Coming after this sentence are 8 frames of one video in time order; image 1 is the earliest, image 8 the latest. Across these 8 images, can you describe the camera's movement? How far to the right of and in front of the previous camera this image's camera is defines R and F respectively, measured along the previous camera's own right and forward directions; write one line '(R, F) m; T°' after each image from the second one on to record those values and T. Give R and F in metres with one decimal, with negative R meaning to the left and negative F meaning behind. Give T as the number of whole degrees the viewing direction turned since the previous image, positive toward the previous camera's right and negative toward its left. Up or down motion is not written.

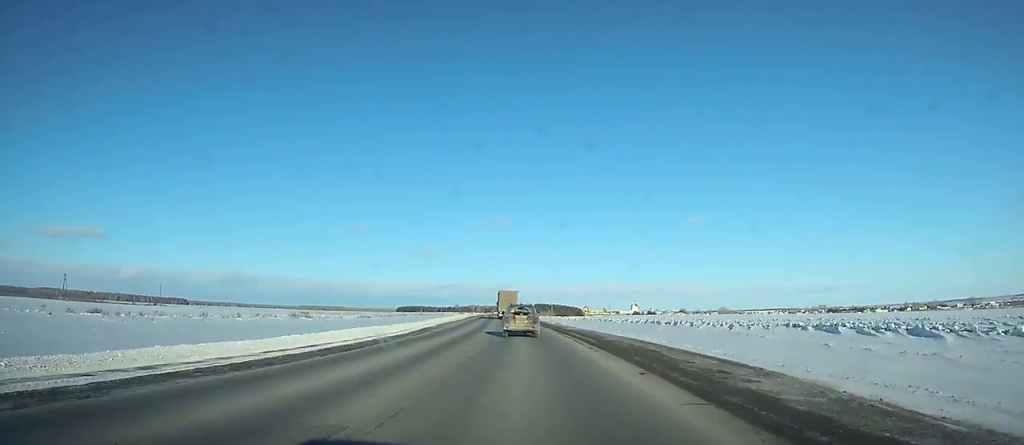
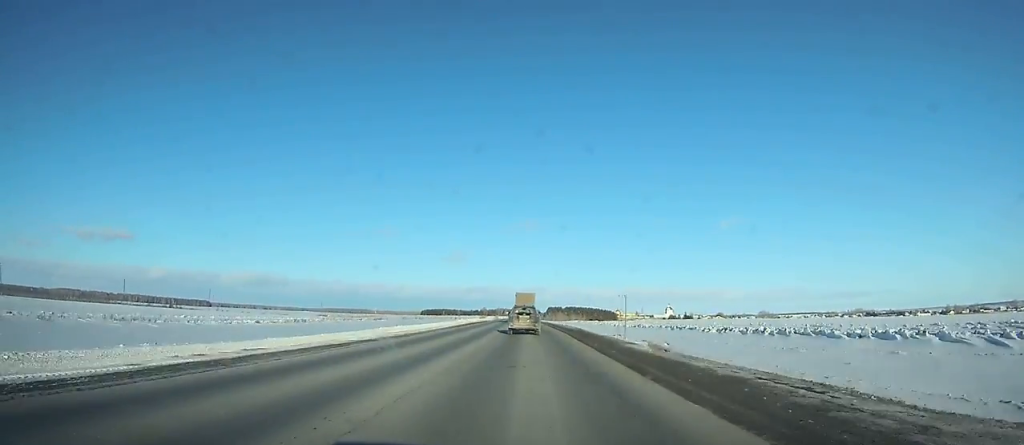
(-1.8, +45.2) m; -3°
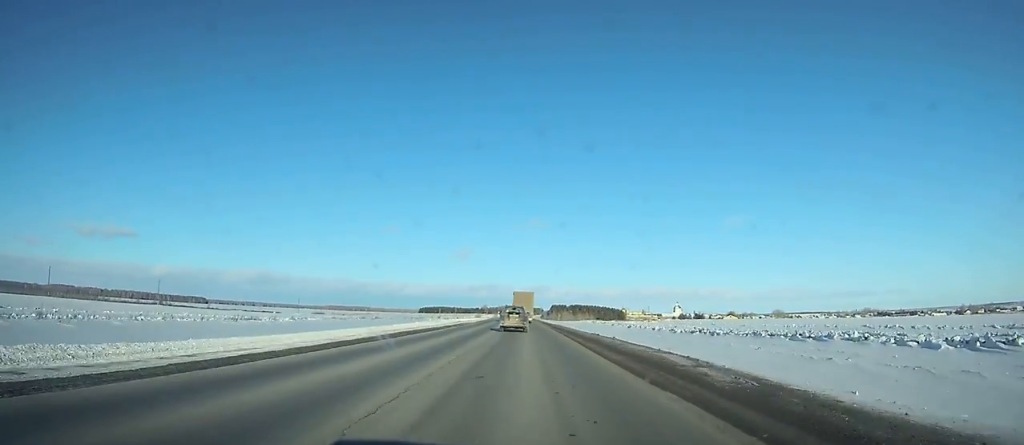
(-0.9, +41.7) m; -2°
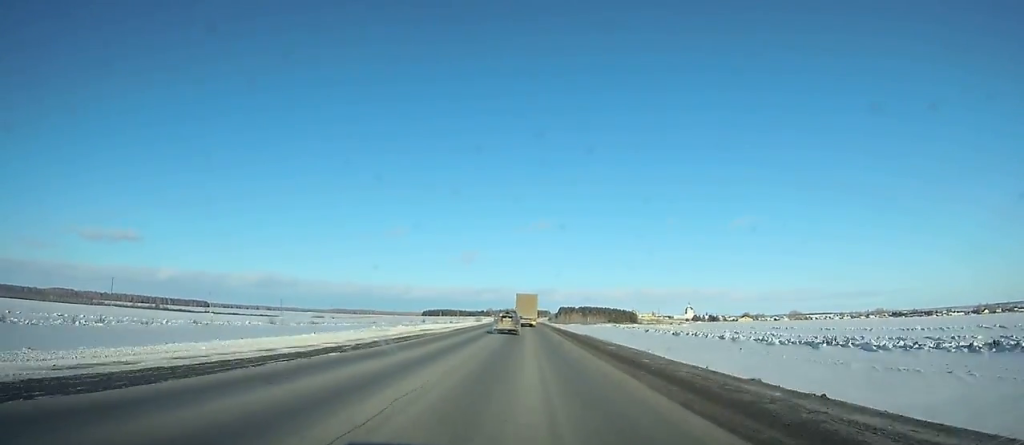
(-0.4, +32.4) m; -1°
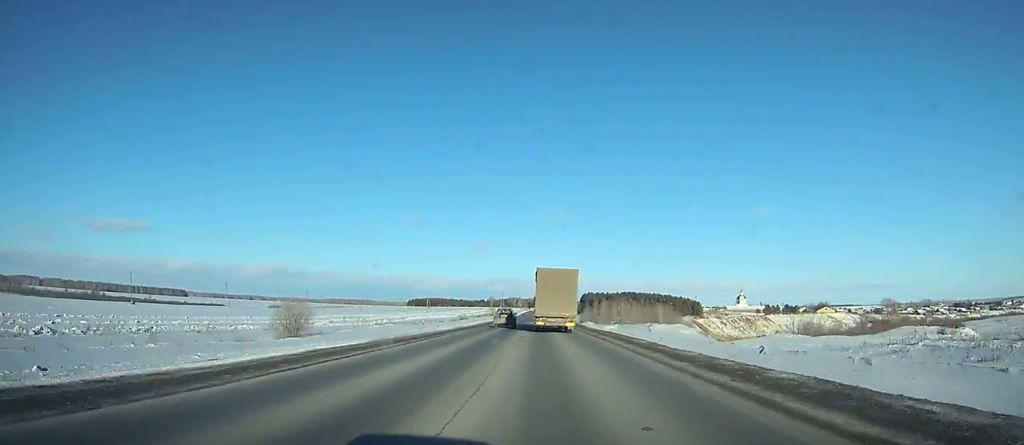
(-2.9, +195.2) m; -1°
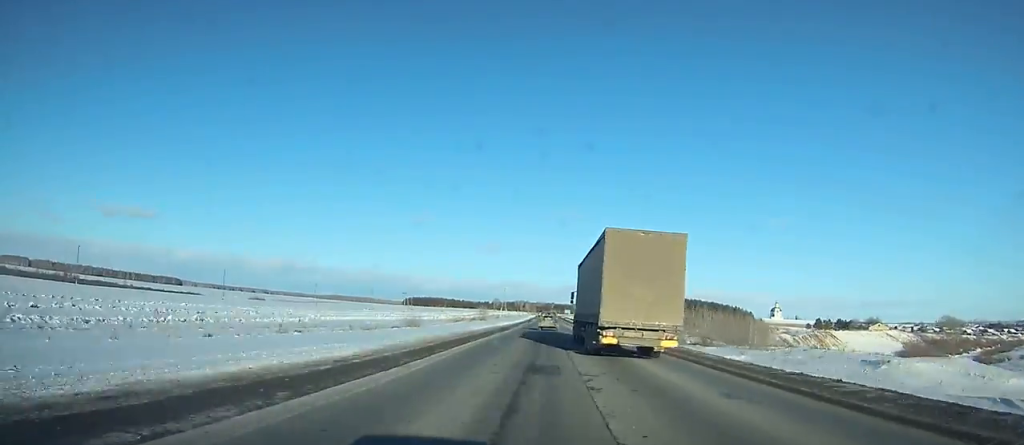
(-0.5, +81.1) m; 0°
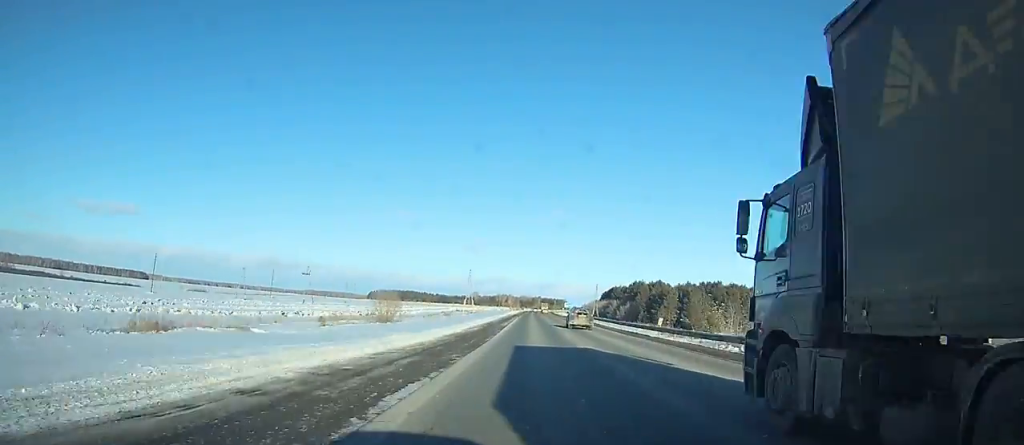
(+0.6, +96.8) m; +1°
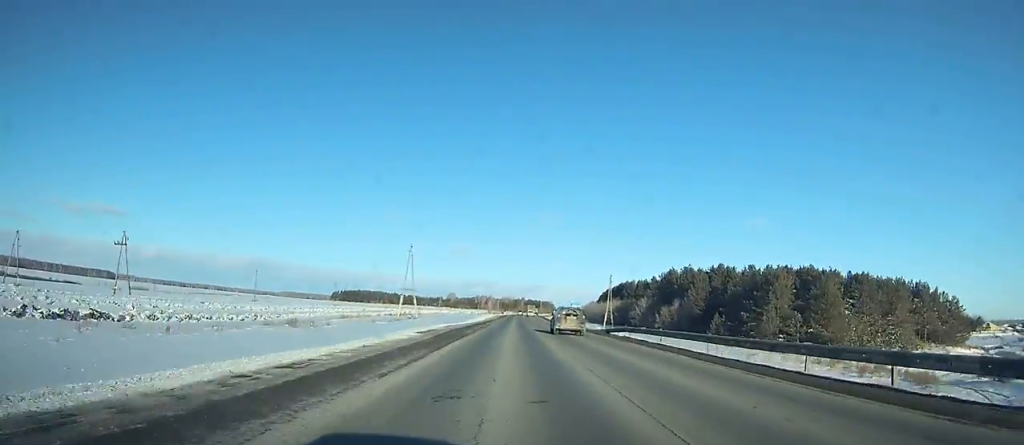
(+0.5, +69.6) m; +1°
